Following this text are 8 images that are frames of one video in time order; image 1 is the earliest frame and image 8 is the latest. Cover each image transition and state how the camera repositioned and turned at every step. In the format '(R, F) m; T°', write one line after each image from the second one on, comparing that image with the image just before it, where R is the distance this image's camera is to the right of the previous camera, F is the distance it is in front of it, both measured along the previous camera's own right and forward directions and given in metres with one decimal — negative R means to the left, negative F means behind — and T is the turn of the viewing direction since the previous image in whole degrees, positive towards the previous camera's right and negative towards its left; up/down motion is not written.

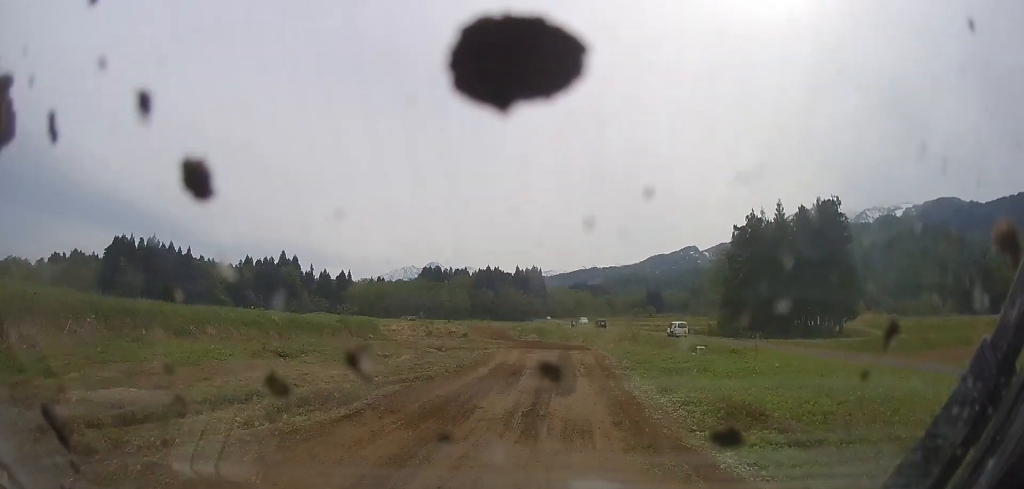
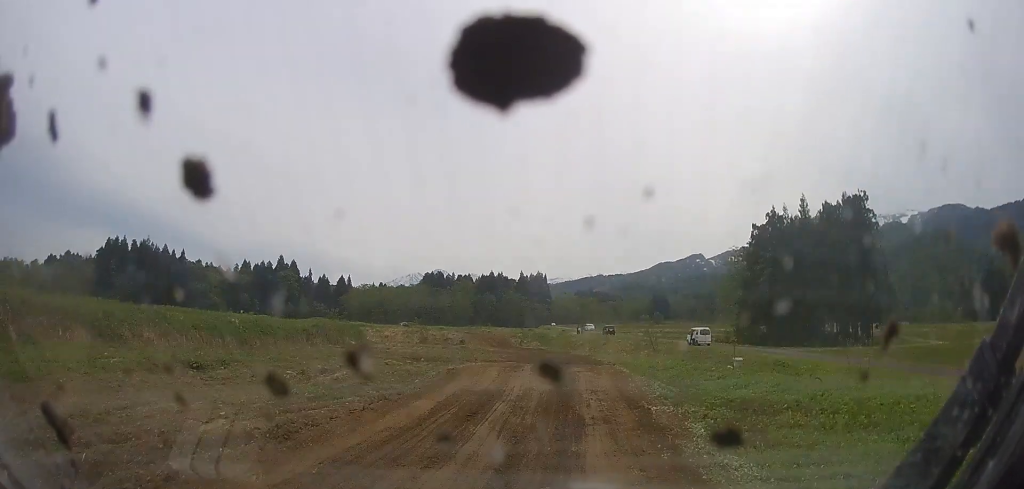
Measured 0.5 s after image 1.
(0.0, +8.2) m; -1°
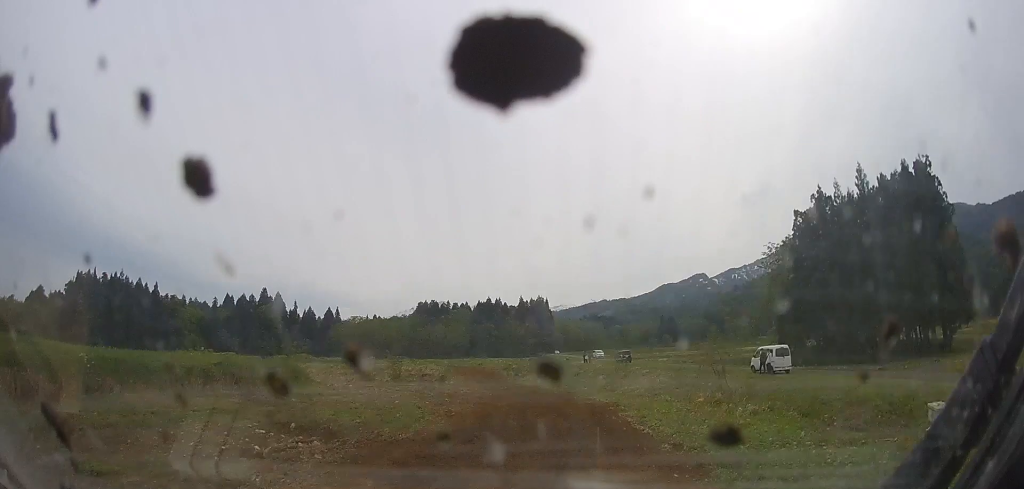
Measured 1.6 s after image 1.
(-0.2, +18.0) m; -5°
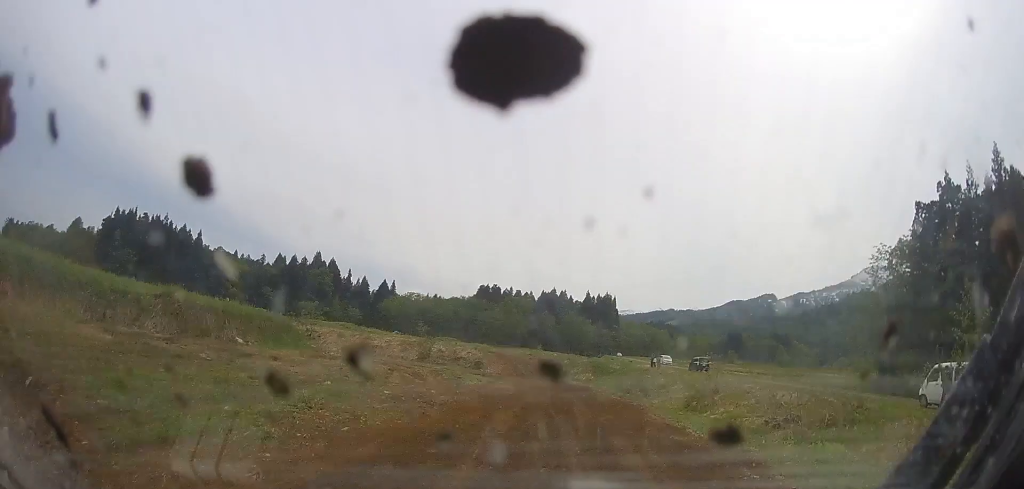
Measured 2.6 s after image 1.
(-1.1, +15.1) m; -7°
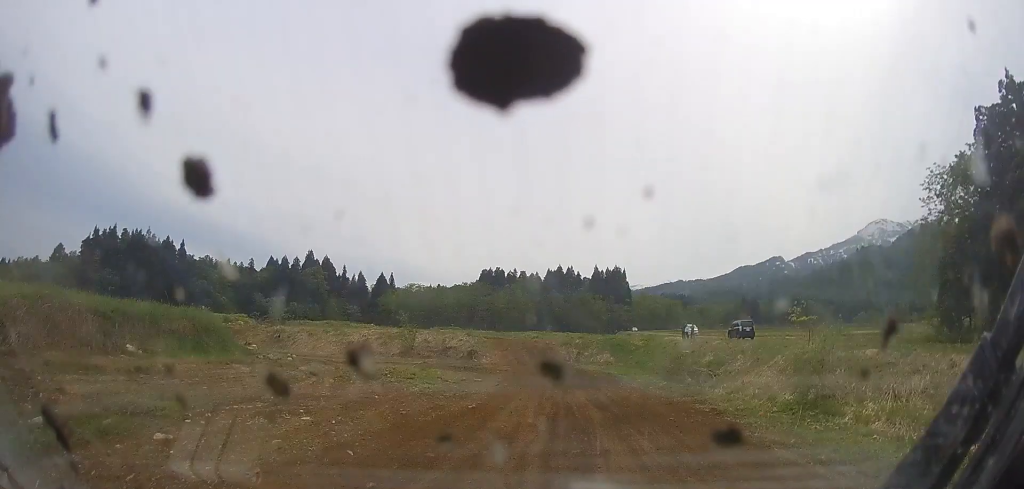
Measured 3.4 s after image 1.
(-0.4, +11.5) m; -2°
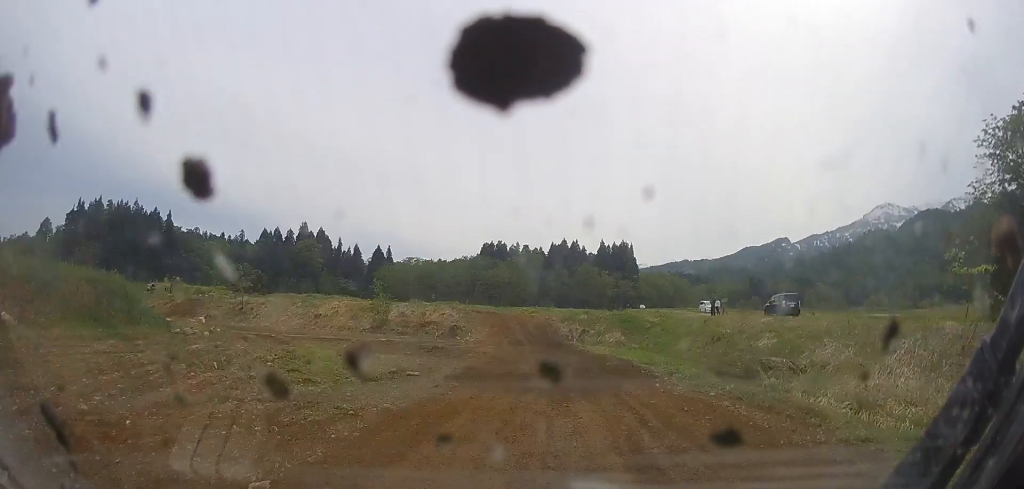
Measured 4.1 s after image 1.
(0.0, +10.1) m; 0°
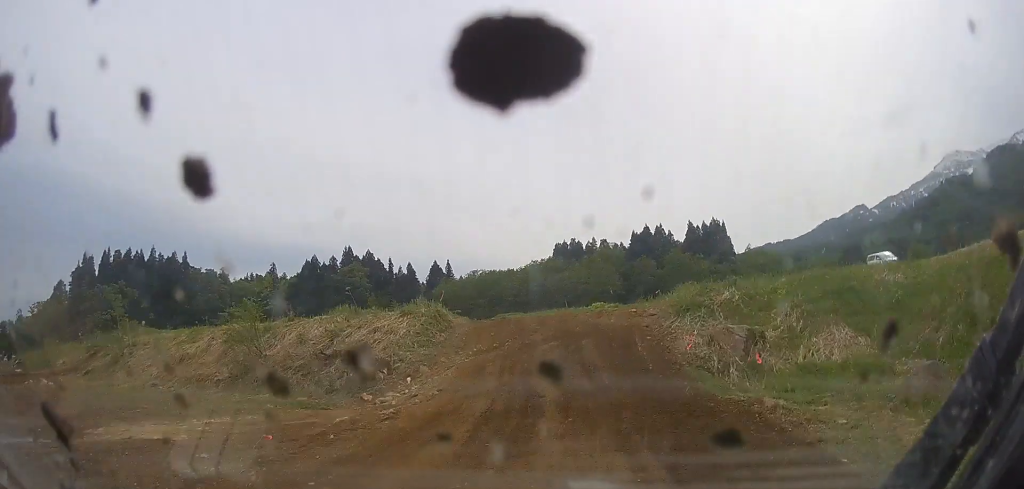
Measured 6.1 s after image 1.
(0.0, +27.4) m; 0°
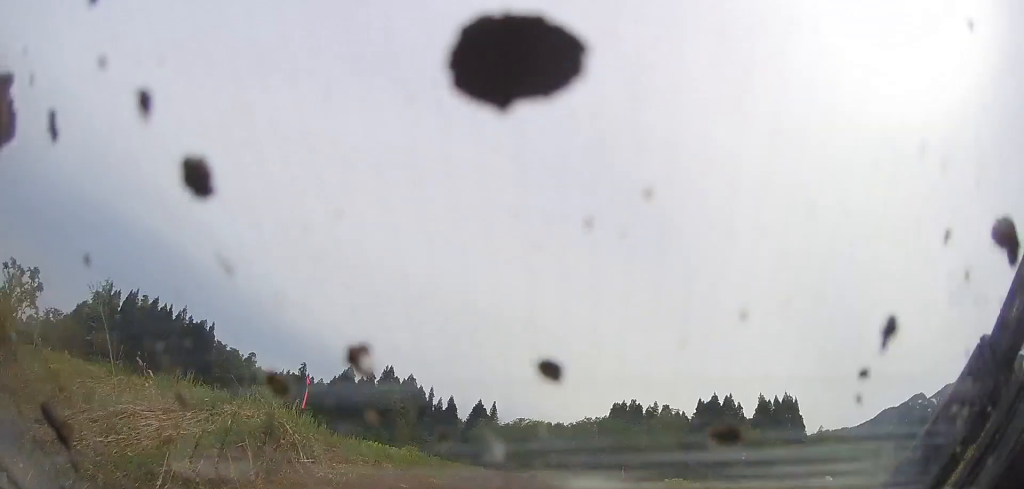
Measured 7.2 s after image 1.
(0.0, +13.9) m; -3°
